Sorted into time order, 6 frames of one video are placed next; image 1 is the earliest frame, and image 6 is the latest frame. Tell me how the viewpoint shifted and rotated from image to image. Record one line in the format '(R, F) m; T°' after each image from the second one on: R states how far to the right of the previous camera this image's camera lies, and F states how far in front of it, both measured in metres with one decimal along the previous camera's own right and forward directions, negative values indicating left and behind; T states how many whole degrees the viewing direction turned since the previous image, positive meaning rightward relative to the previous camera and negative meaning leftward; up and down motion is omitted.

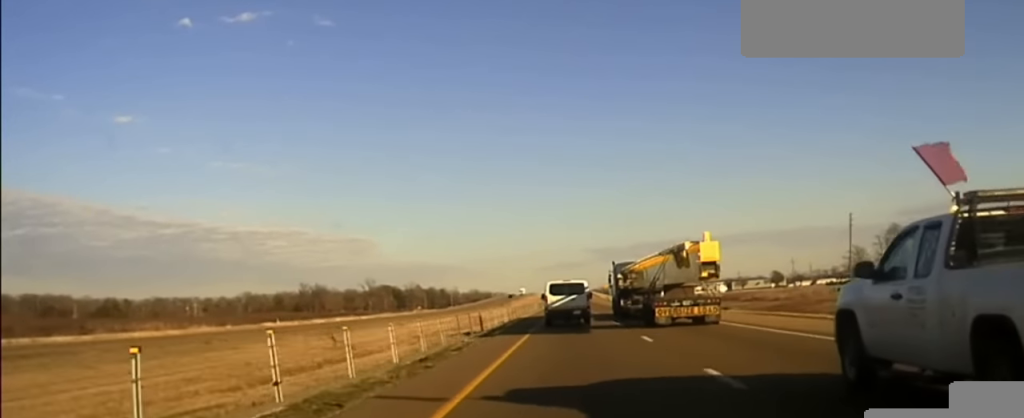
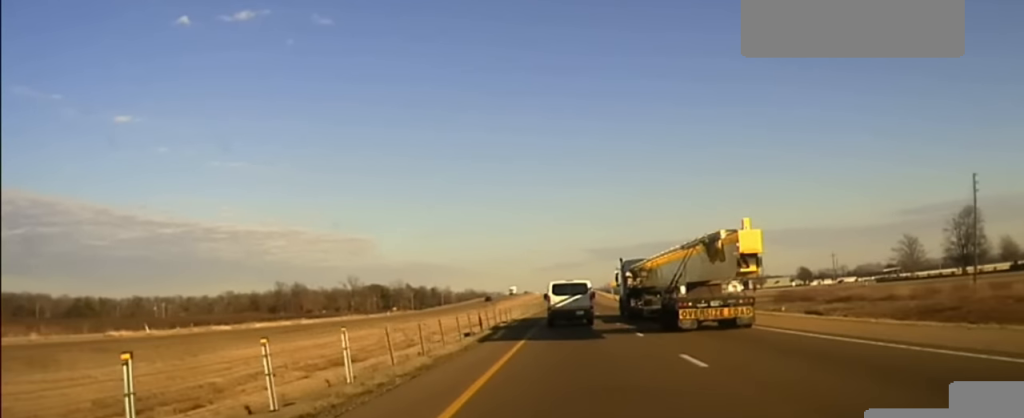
(0.0, +42.4) m; 0°
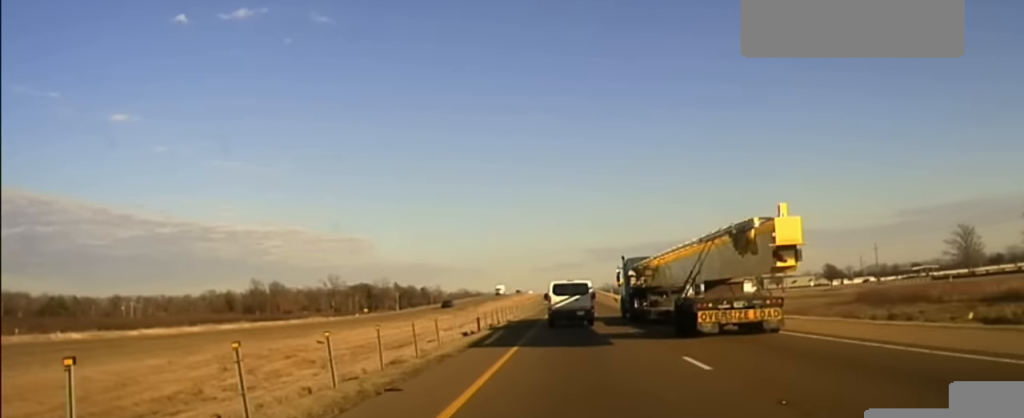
(0.0, +43.5) m; 0°
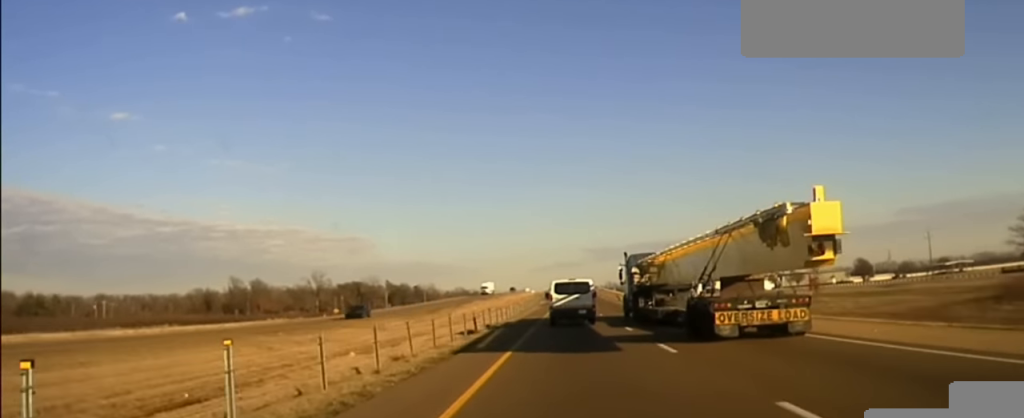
(-0.1, +34.1) m; 0°
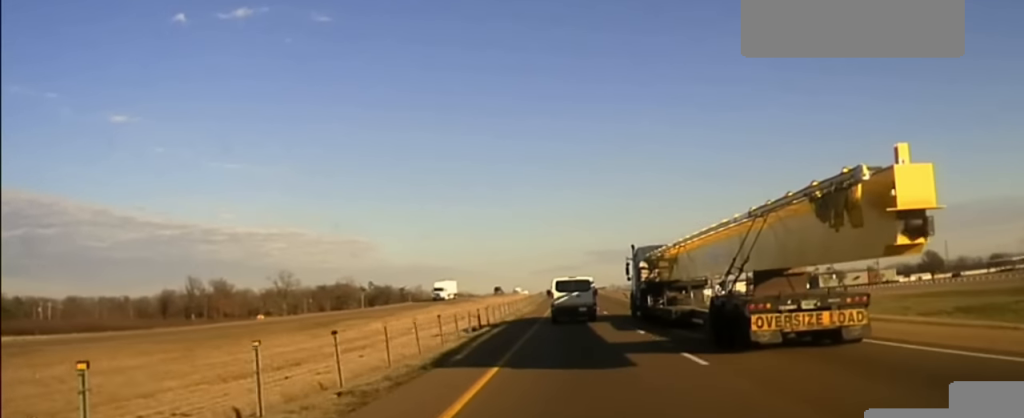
(+0.1, +61.1) m; 0°
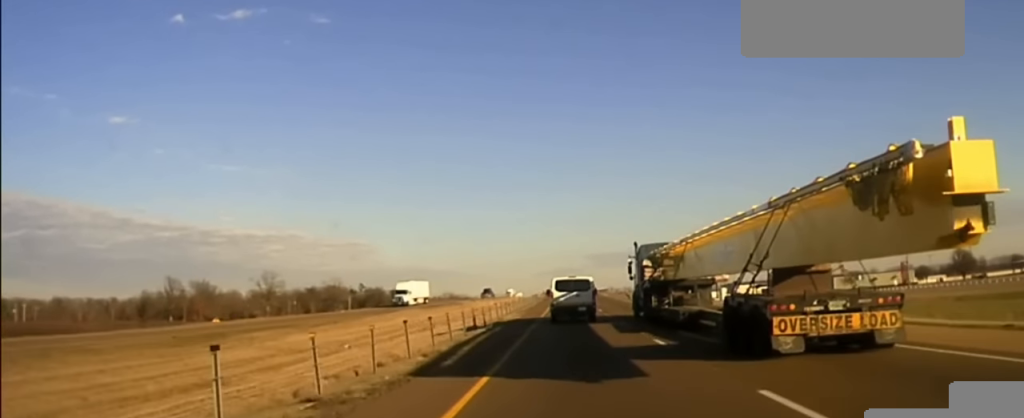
(0.0, +14.8) m; 0°
